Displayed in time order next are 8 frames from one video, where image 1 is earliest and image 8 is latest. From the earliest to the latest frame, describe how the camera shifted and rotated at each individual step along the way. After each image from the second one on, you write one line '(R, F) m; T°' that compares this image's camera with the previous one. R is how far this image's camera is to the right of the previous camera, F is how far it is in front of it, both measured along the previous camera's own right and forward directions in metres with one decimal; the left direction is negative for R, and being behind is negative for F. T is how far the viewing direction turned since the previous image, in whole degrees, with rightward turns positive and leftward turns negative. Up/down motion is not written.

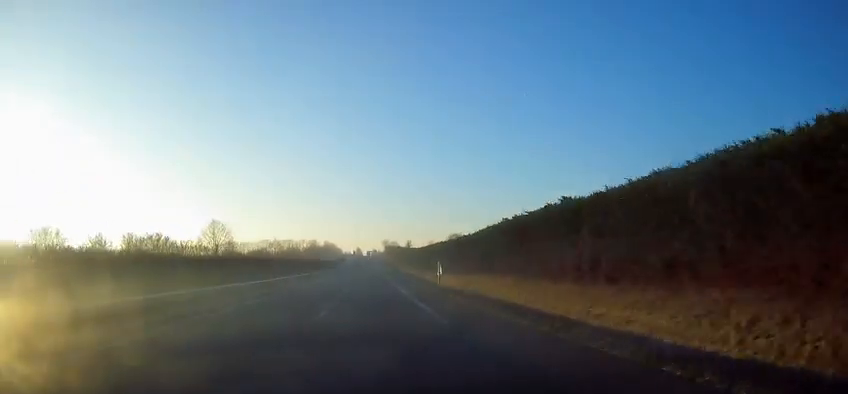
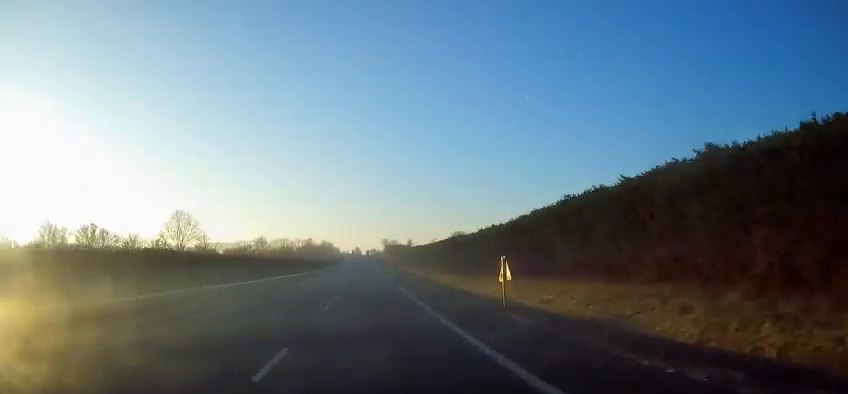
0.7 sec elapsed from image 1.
(0.0, +21.5) m; 0°
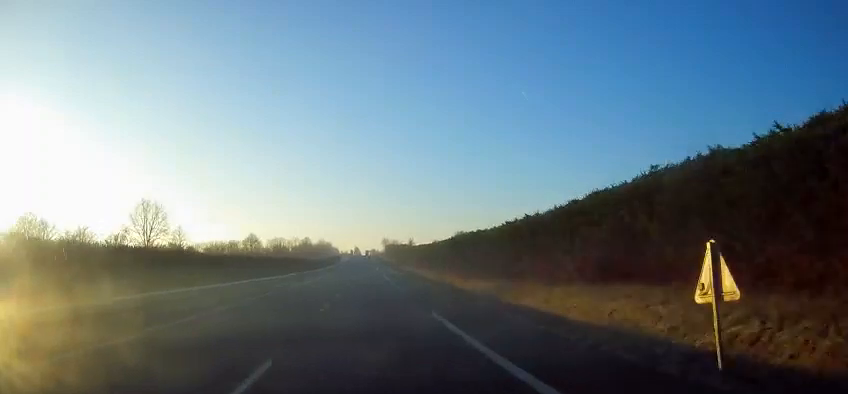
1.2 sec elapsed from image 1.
(0.0, +14.7) m; 0°
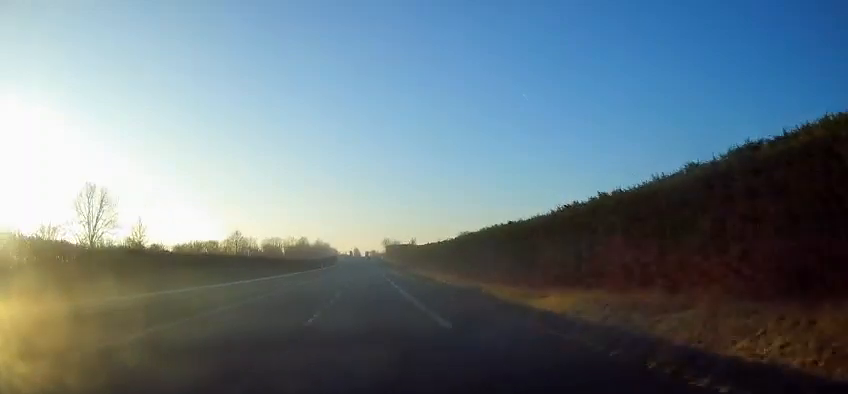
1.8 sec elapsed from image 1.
(0.0, +17.6) m; 0°
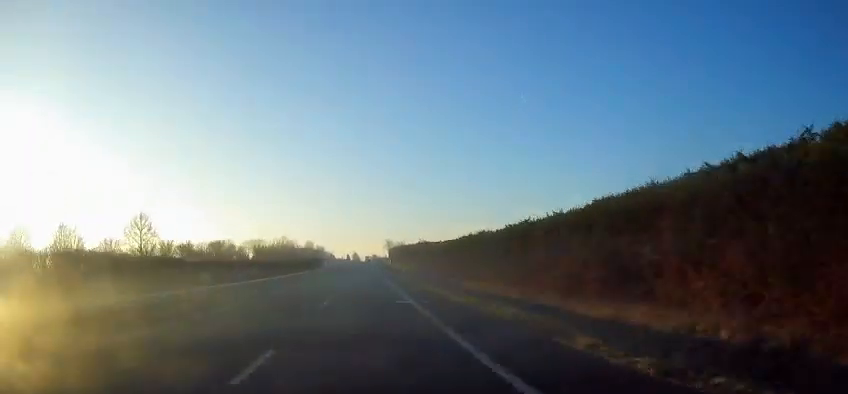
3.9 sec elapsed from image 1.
(0.0, +59.7) m; 0°
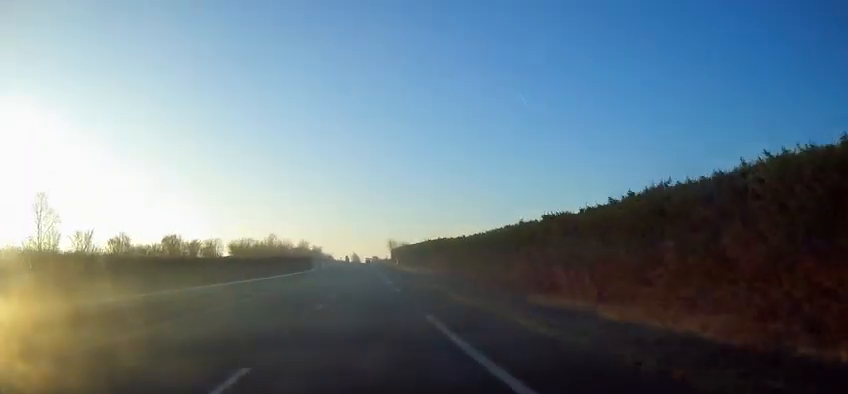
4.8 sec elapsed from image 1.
(0.0, +28.2) m; 0°
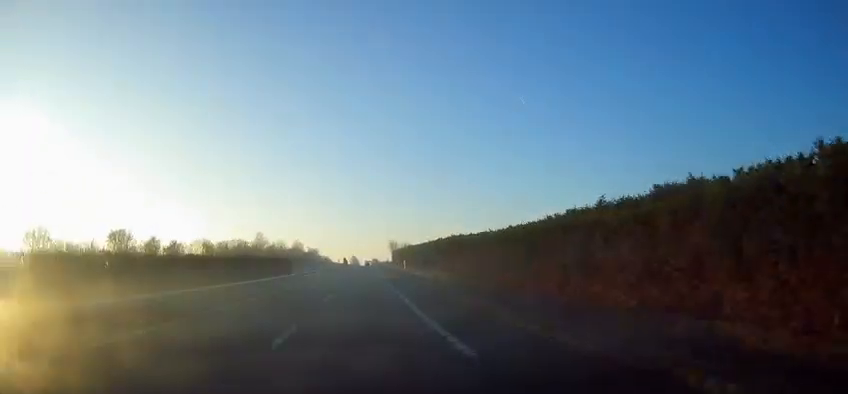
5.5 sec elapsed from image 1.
(0.0, +20.3) m; 0°
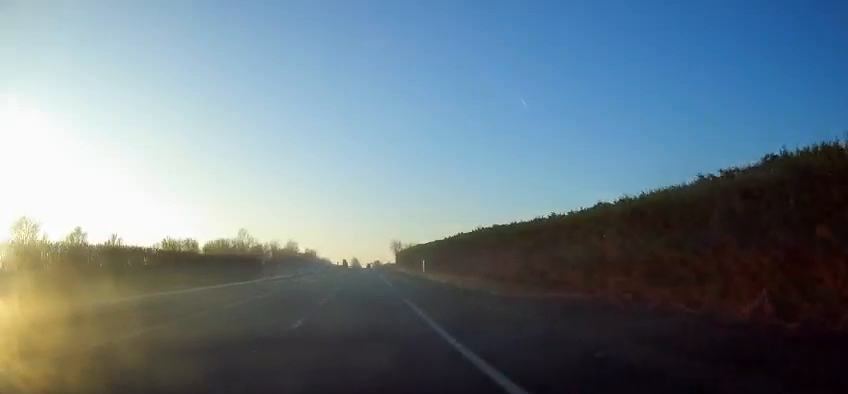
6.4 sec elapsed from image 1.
(0.0, +24.1) m; 0°
